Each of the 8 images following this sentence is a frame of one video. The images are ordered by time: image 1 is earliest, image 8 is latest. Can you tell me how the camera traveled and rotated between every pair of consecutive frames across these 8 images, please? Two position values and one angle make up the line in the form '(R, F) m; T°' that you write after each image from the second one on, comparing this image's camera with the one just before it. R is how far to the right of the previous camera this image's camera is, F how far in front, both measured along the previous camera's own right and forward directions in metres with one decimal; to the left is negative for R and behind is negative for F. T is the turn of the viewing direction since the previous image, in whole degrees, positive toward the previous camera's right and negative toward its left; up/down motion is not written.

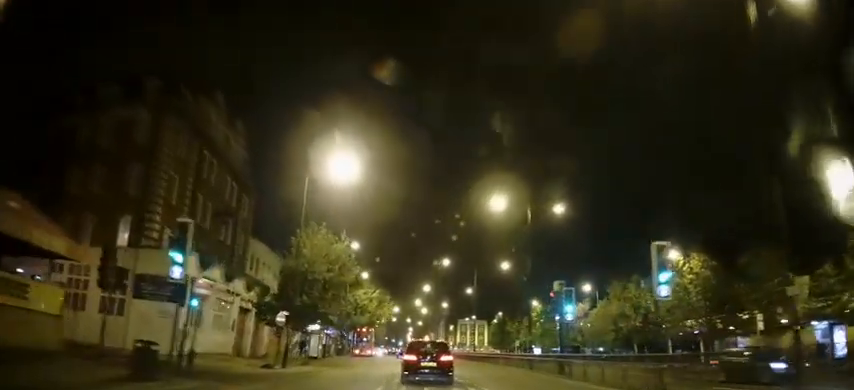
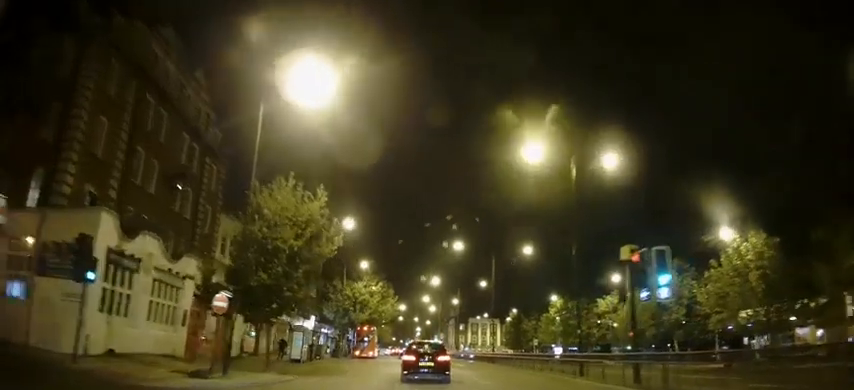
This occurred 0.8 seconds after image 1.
(-0.1, +8.2) m; -2°
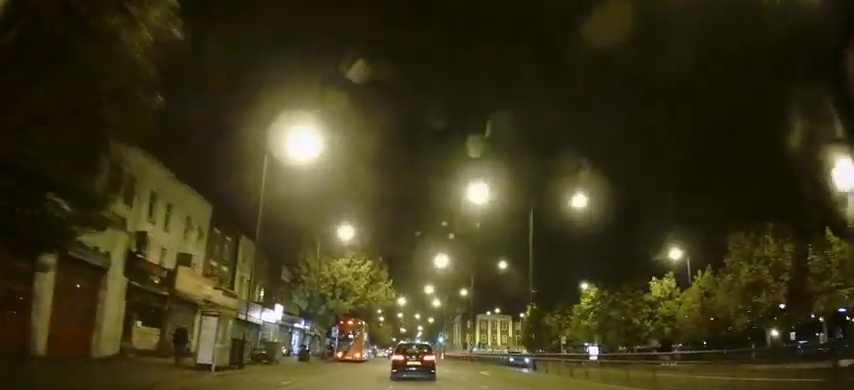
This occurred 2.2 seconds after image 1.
(-0.2, +15.0) m; 0°
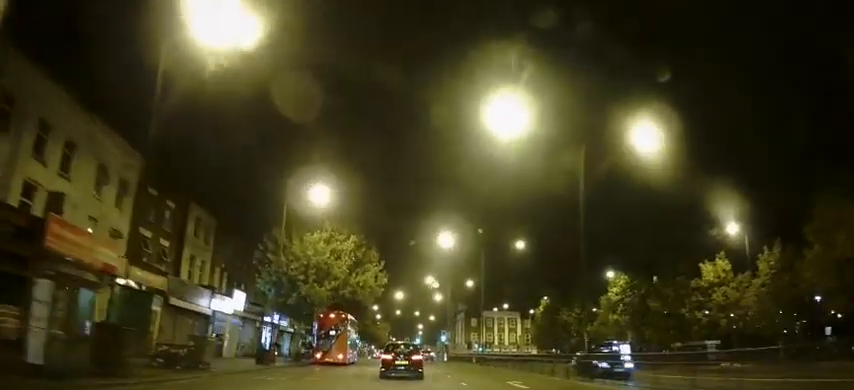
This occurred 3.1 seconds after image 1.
(+0.1, +9.9) m; 0°
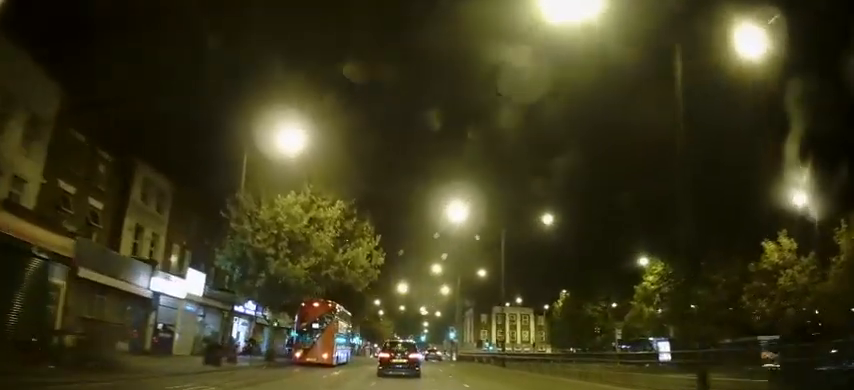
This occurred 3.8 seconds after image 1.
(+0.1, +7.9) m; -1°
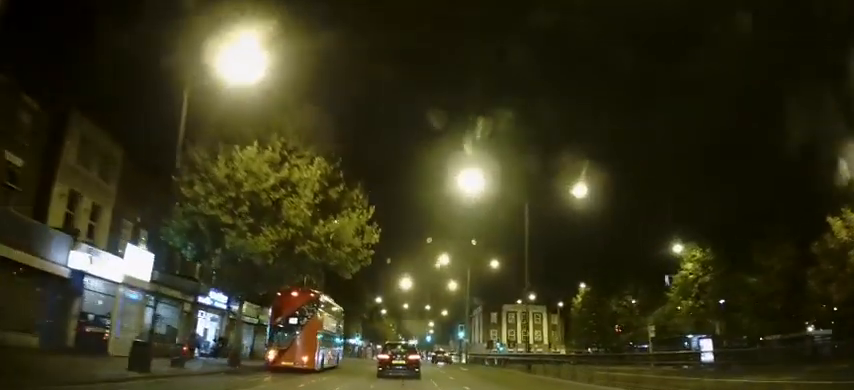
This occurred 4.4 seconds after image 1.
(-0.2, +6.5) m; -1°
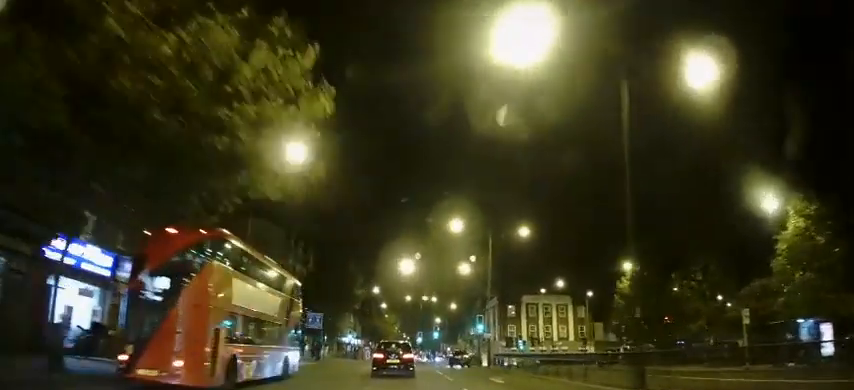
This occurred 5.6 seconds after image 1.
(0.0, +13.2) m; -1°
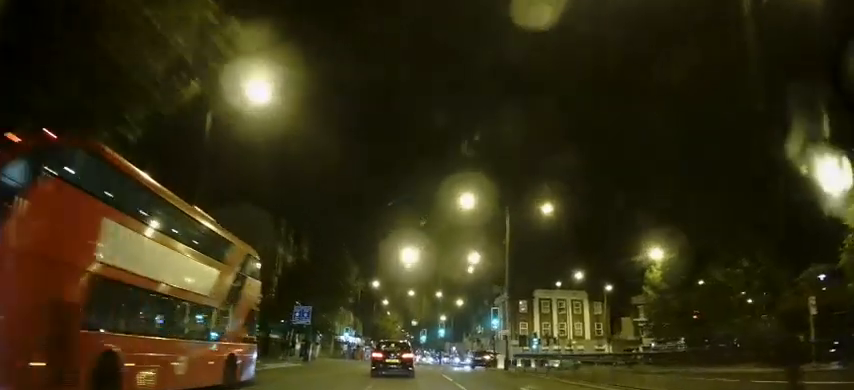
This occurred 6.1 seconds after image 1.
(0.0, +5.9) m; -1°
